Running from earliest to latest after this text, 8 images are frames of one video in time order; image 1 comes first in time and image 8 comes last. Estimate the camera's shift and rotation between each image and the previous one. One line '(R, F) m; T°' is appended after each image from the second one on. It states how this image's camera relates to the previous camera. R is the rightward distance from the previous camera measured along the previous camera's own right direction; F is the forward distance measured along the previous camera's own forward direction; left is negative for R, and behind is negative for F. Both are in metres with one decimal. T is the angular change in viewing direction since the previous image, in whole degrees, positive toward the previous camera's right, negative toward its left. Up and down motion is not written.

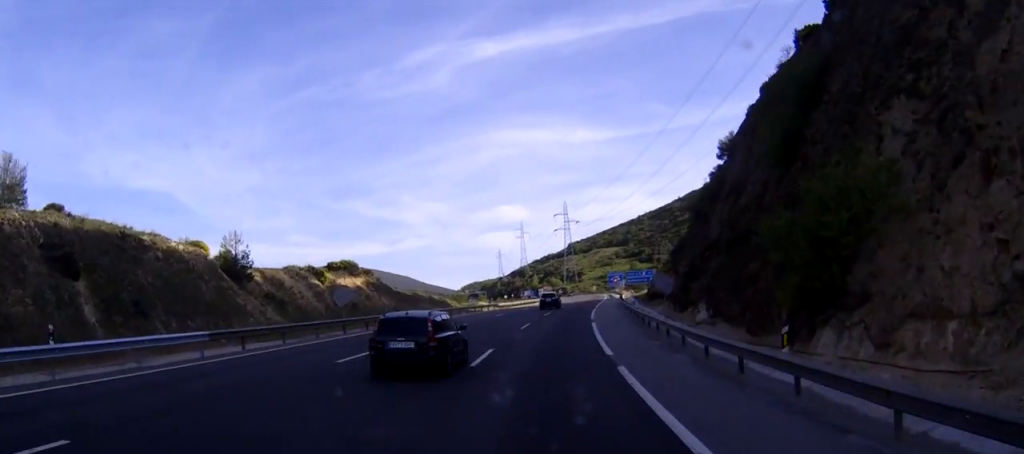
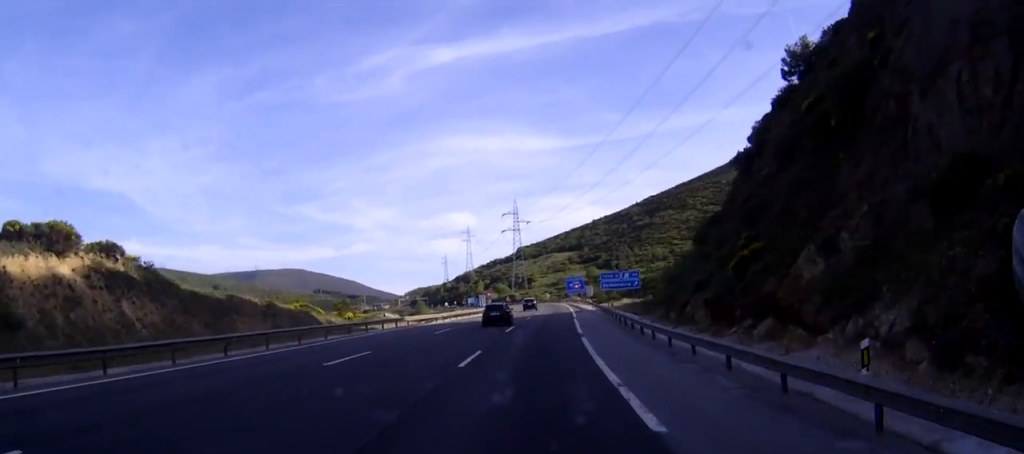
(0.0, +36.0) m; 0°
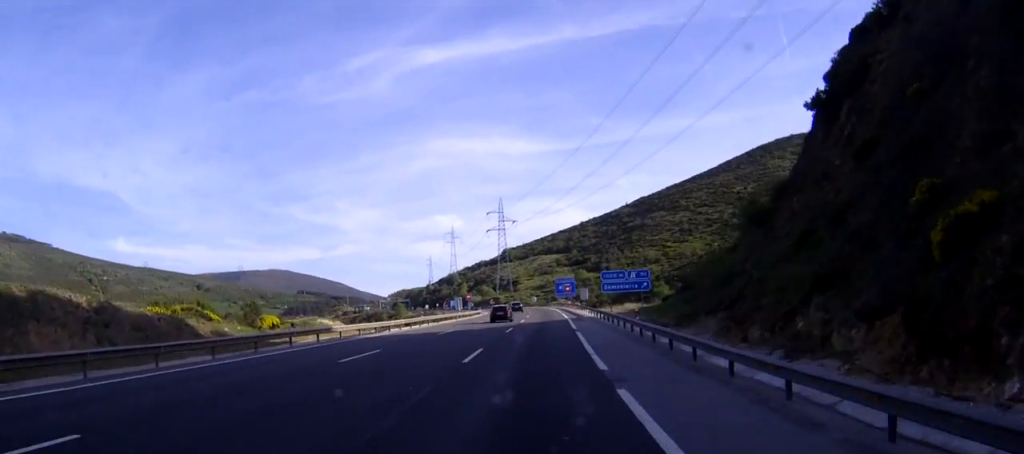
(+0.1, +16.7) m; +2°
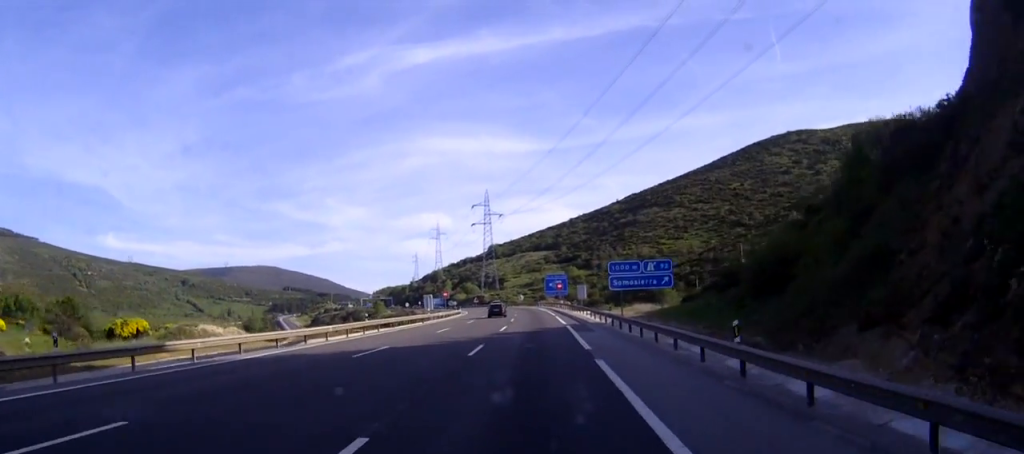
(+0.4, +17.2) m; +1°
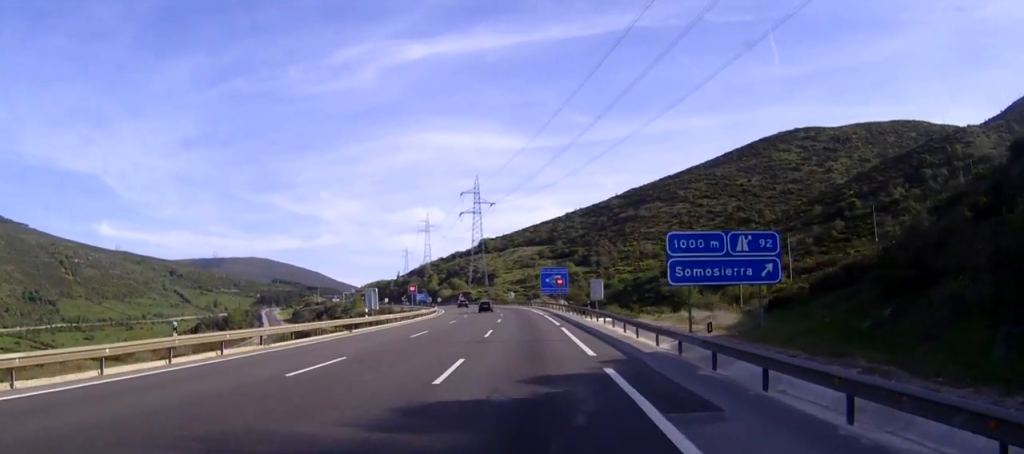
(+0.1, +25.2) m; 0°
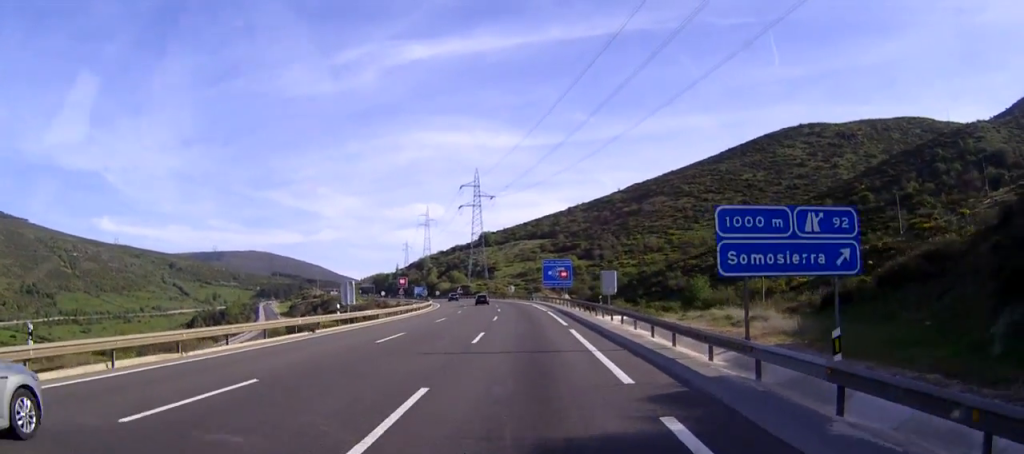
(0.0, +7.6) m; 0°
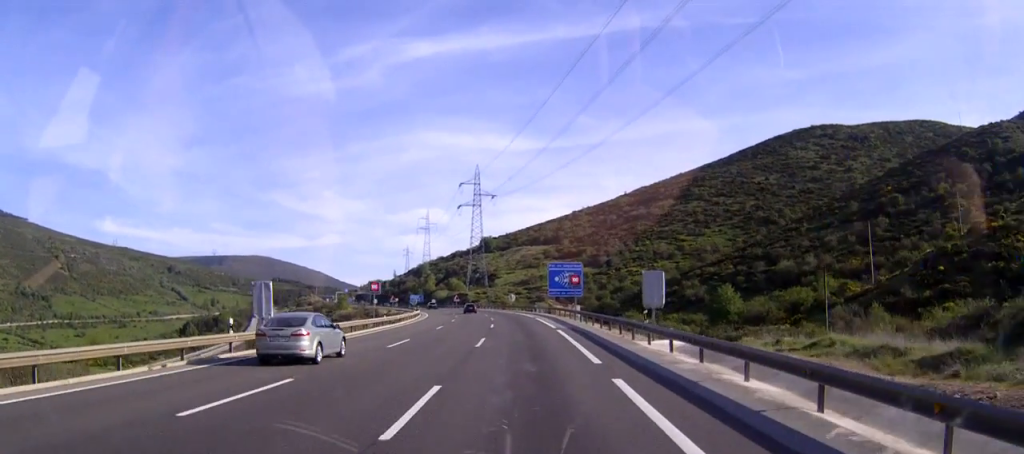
(0.0, +15.7) m; 0°
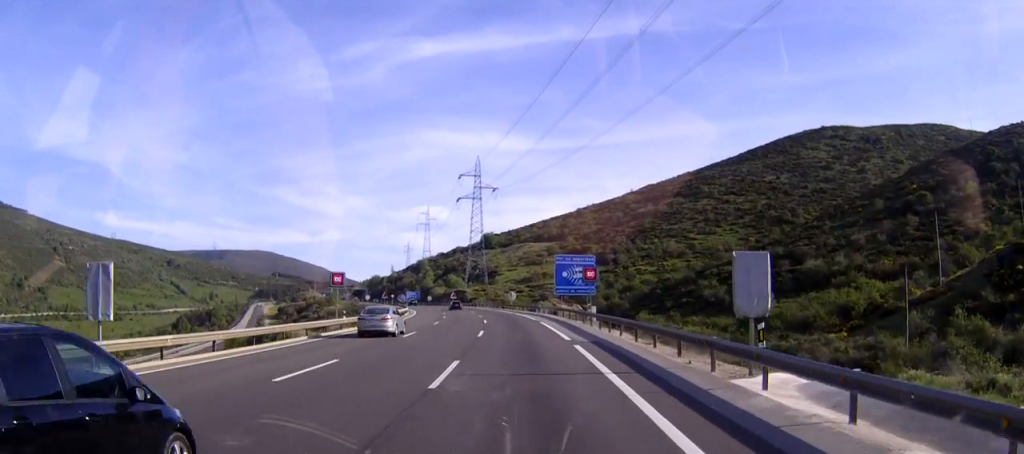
(-0.1, +13.3) m; 0°
